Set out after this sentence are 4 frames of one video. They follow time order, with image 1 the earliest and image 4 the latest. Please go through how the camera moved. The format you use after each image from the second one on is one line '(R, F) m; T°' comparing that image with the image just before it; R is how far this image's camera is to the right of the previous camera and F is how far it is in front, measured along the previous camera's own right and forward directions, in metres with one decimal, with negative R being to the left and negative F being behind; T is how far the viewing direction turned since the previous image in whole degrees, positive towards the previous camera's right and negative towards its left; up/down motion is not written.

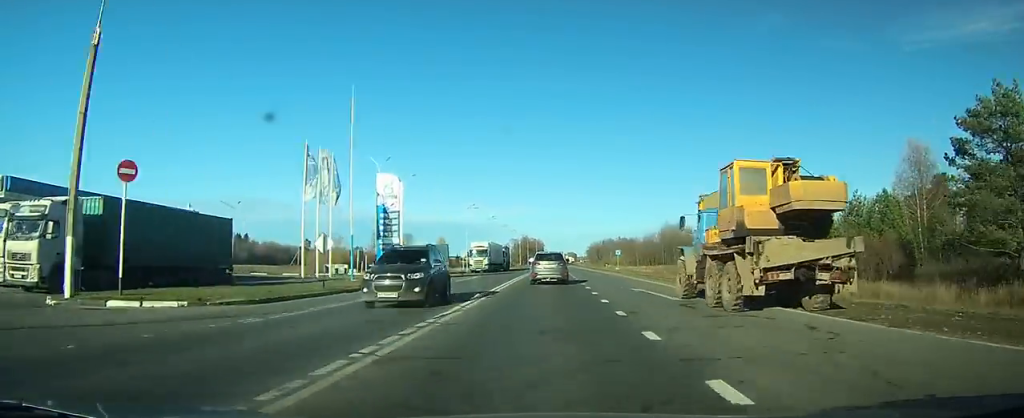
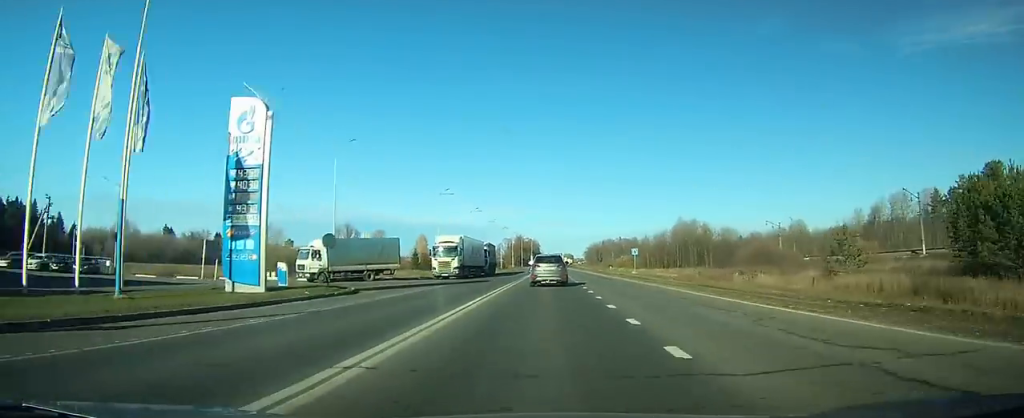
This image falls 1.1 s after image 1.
(0.0, +21.2) m; 0°
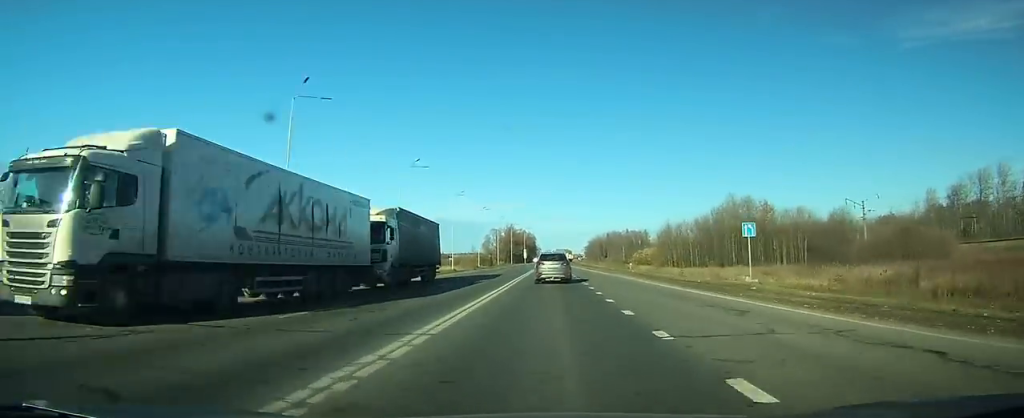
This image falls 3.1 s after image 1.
(0.0, +41.7) m; 0°
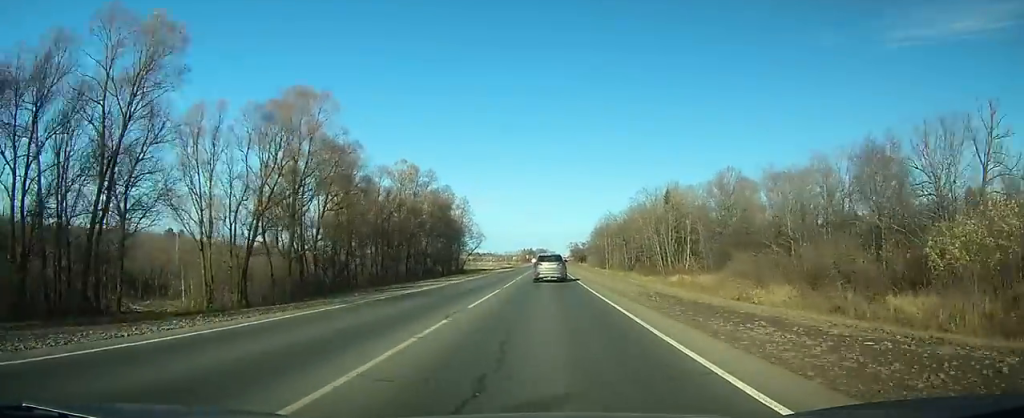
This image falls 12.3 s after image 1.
(+5.7, +199.1) m; +3°
